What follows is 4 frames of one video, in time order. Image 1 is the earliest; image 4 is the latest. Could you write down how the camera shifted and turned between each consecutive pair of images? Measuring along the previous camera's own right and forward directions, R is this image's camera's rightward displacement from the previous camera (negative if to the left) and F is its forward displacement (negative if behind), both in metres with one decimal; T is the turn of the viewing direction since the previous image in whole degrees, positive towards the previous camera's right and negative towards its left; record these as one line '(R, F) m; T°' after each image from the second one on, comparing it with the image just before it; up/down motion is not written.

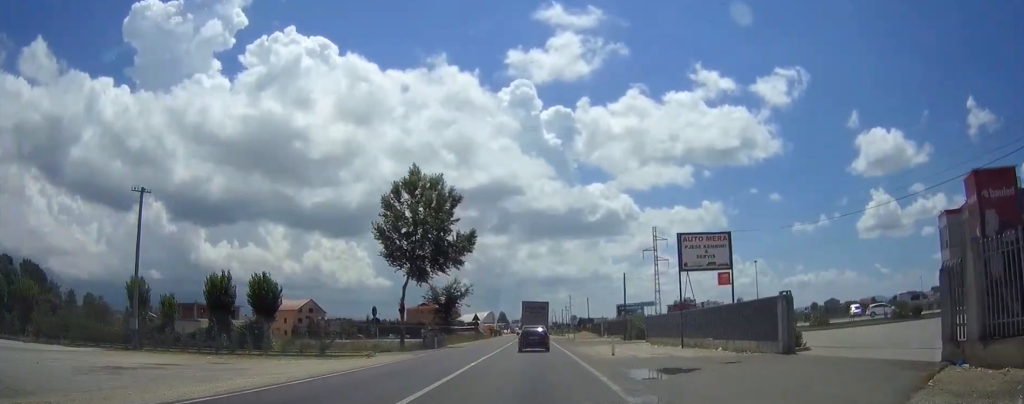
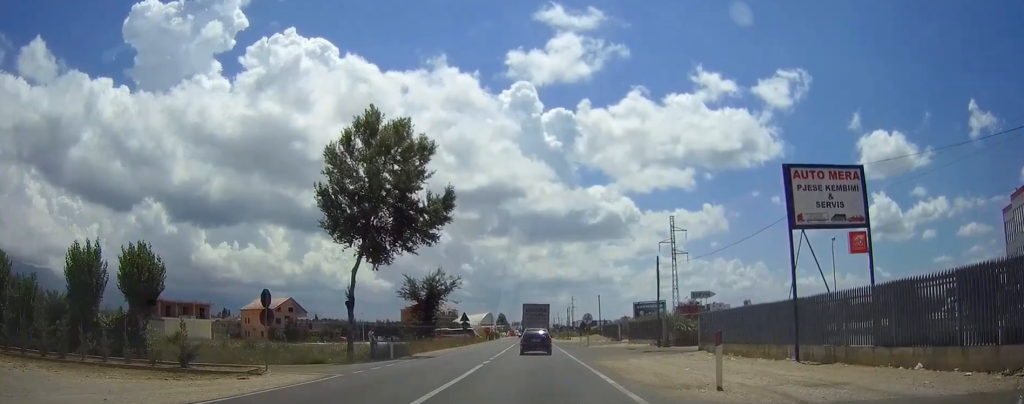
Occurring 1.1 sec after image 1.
(0.0, +16.0) m; 0°
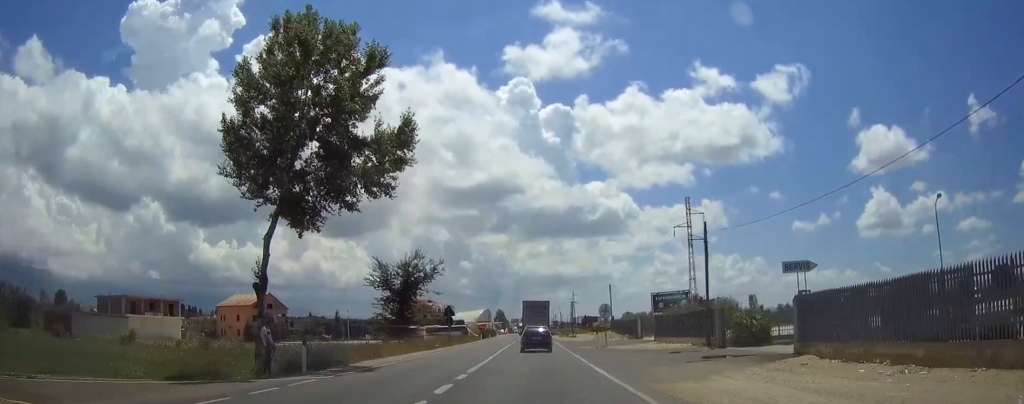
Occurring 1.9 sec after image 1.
(0.0, +13.4) m; 0°
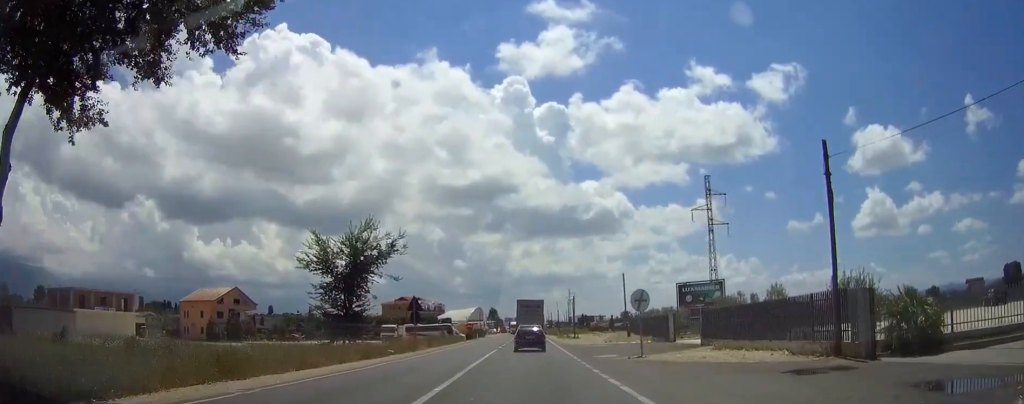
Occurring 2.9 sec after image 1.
(-0.1, +15.6) m; 0°
